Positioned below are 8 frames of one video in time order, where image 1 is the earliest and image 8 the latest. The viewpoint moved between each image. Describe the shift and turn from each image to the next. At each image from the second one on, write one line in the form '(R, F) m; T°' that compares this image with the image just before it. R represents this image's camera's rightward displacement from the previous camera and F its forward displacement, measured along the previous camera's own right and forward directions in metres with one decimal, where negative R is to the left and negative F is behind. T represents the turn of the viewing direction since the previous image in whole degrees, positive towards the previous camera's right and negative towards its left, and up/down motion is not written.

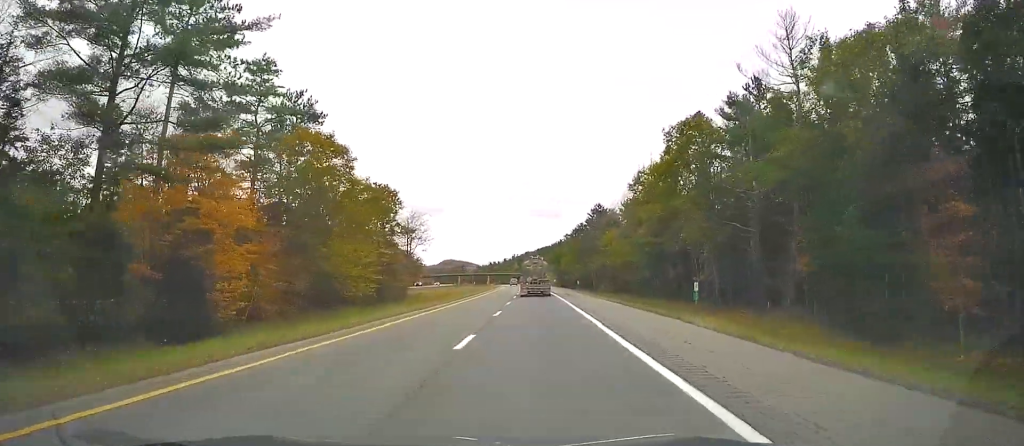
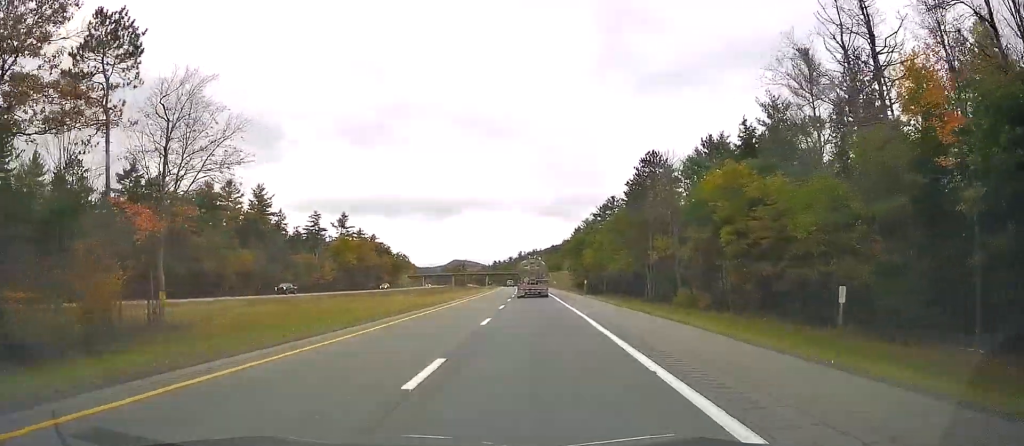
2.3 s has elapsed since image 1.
(-0.3, +60.4) m; -1°
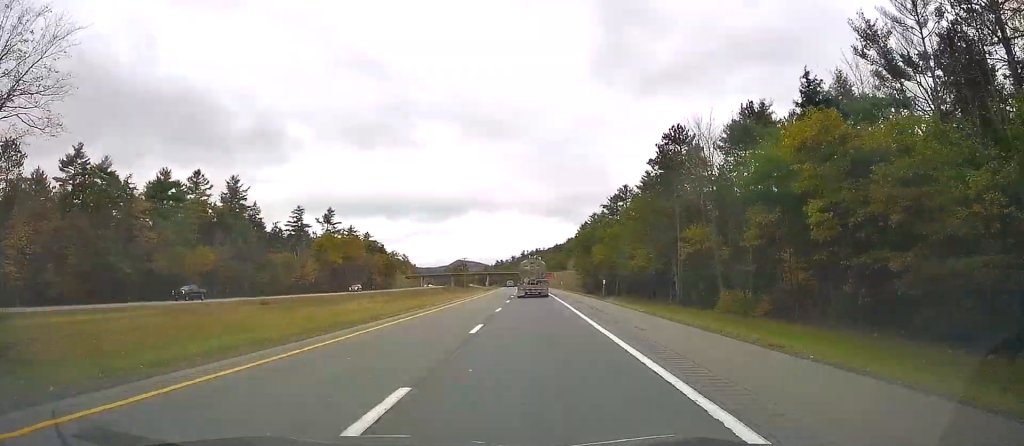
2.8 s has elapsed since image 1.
(-0.2, +14.7) m; 0°
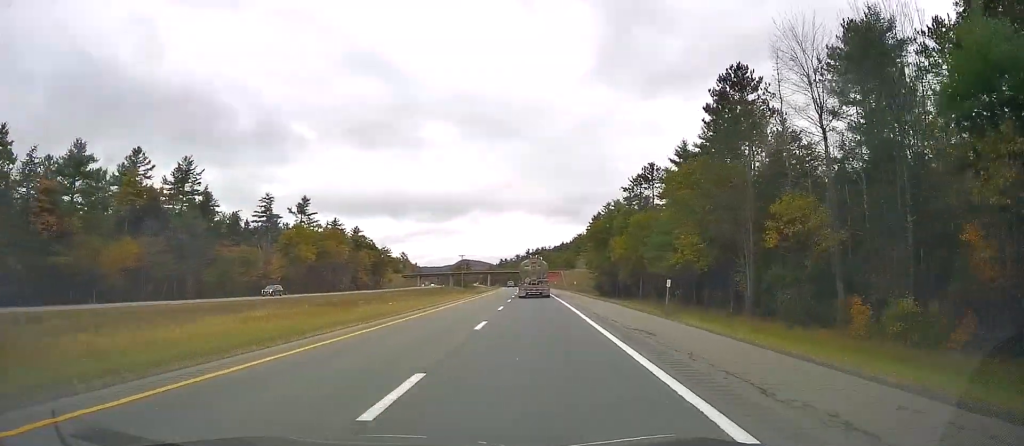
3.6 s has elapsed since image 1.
(-0.4, +22.2) m; 0°
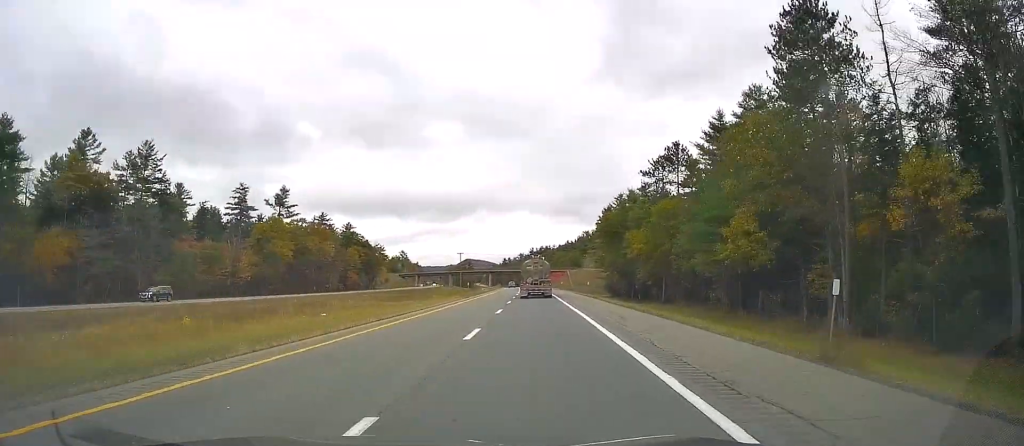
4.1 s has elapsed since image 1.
(+0.2, +15.1) m; 0°
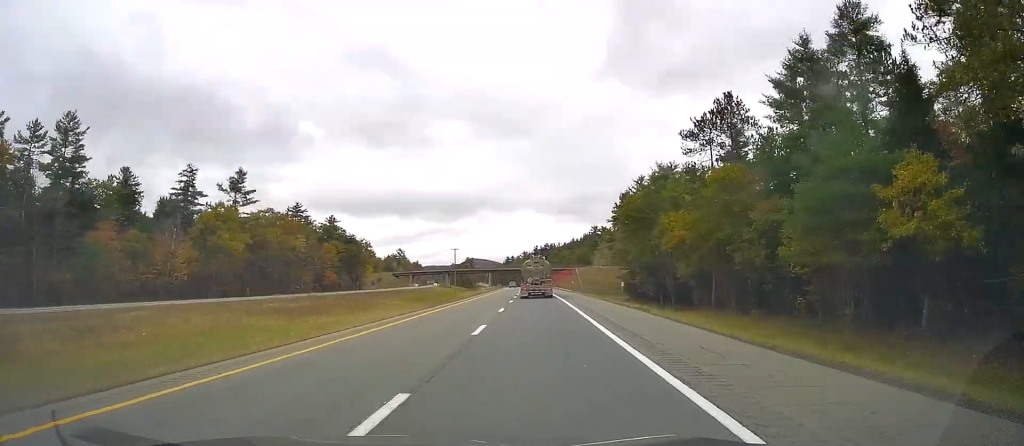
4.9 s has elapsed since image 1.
(-0.1, +22.8) m; 0°
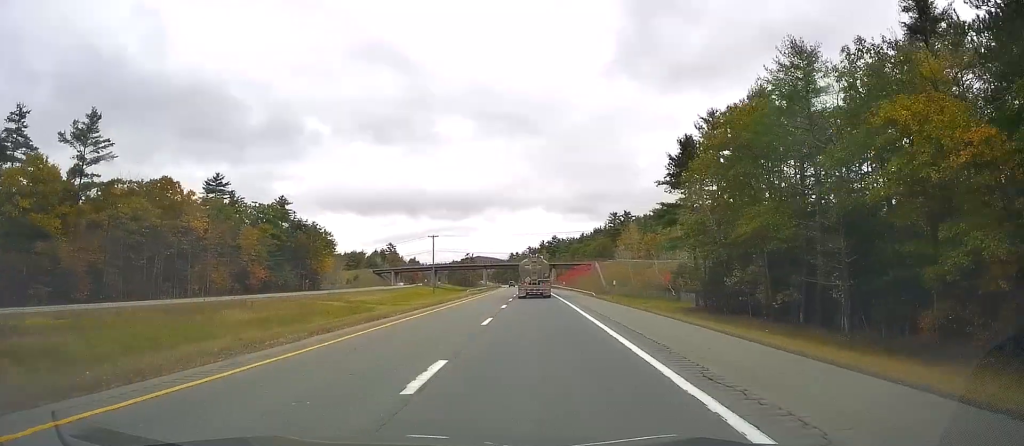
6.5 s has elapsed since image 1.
(+0.1, +45.7) m; -1°
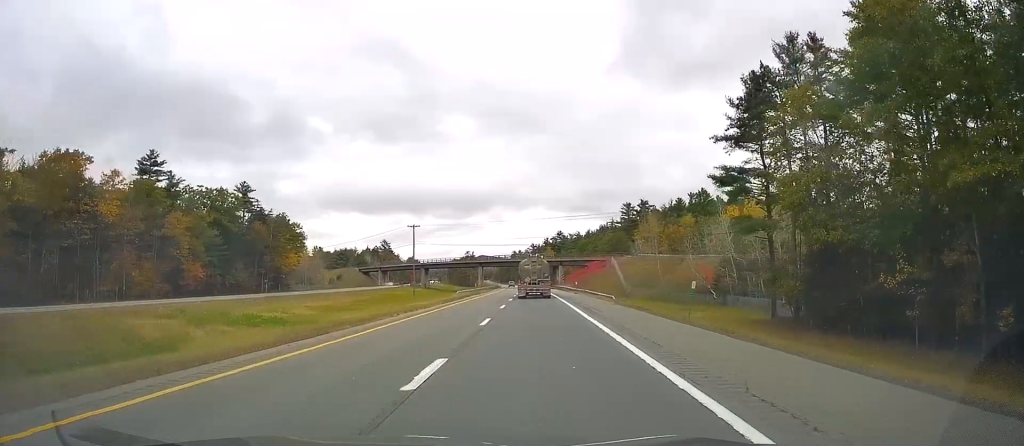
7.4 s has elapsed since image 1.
(-0.7, +24.1) m; -1°
